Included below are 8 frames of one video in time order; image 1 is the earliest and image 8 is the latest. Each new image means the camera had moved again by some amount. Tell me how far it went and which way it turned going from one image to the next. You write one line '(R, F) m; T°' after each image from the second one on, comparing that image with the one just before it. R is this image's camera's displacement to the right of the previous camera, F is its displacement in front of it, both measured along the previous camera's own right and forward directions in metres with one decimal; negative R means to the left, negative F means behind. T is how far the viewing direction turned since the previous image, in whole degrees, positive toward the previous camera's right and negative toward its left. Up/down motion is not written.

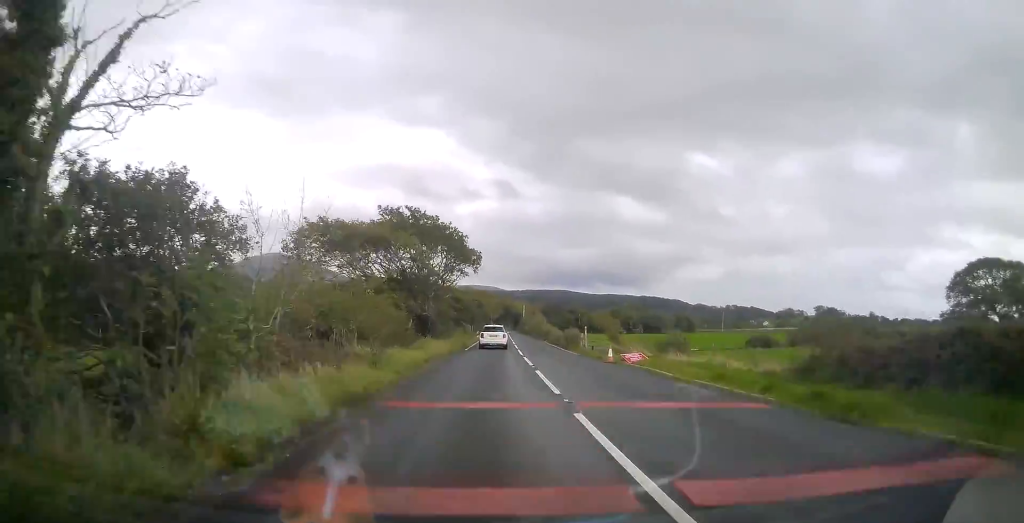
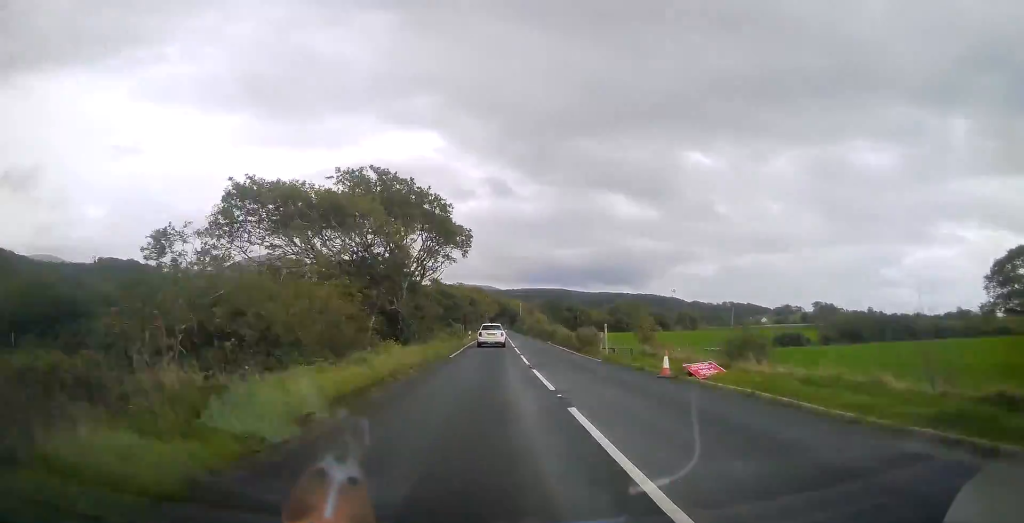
(0.0, +9.0) m; 0°
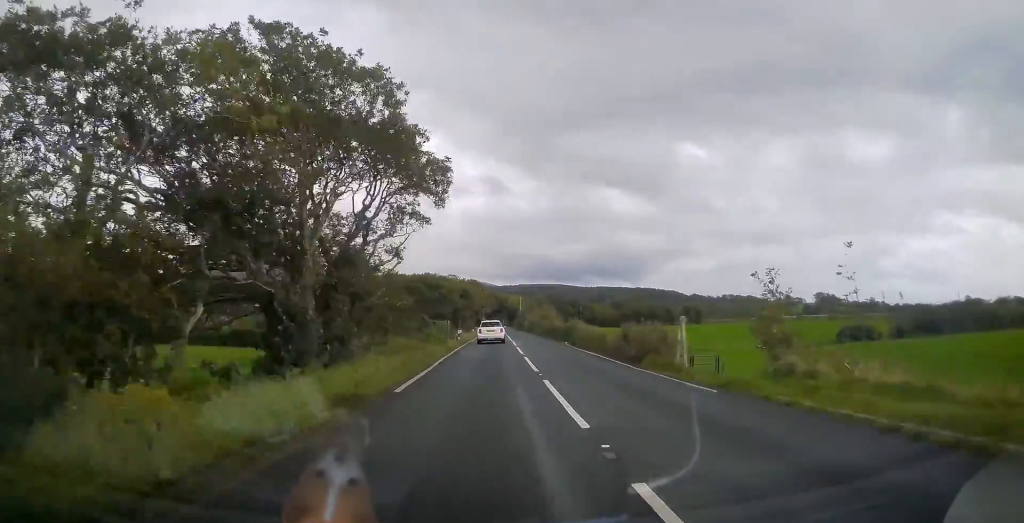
(-0.2, +13.8) m; 0°
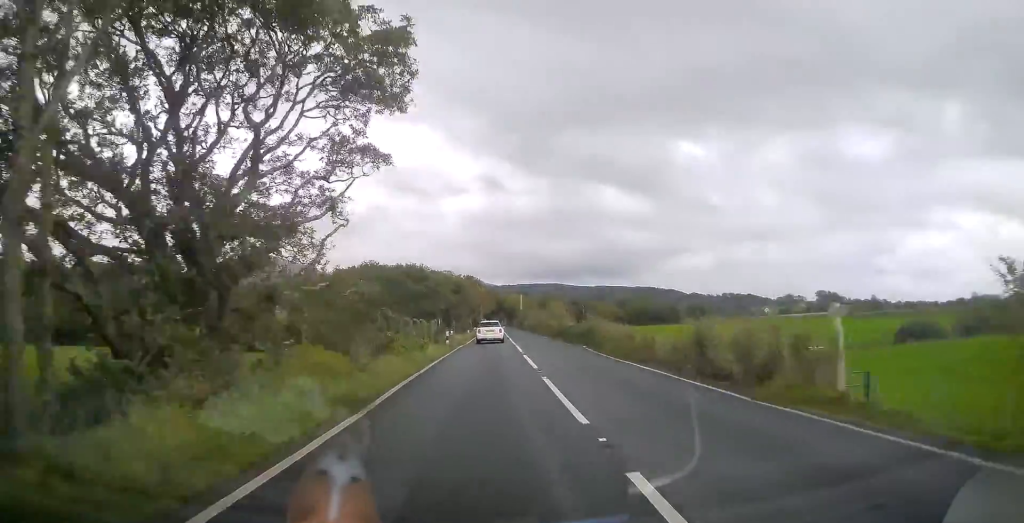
(+0.2, +9.0) m; +1°
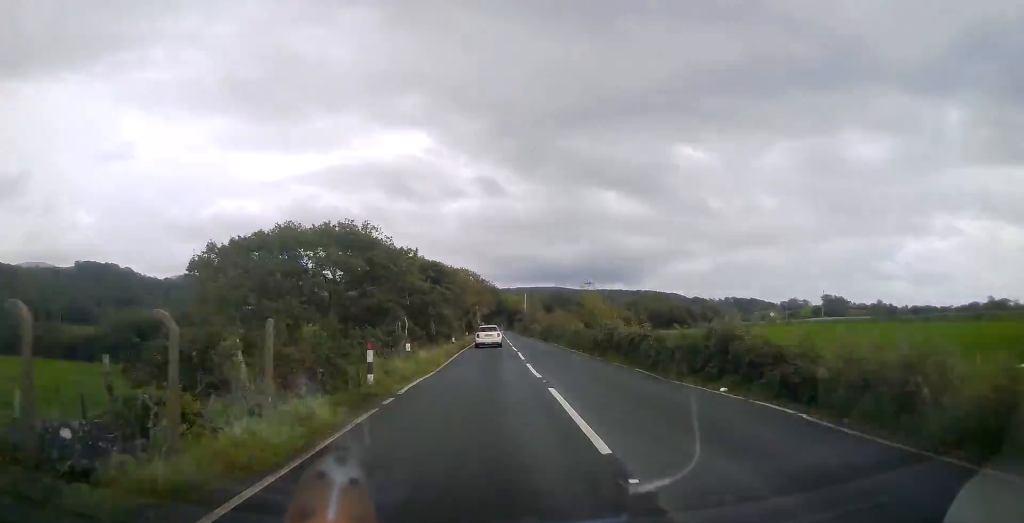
(+0.2, +19.8) m; +1°
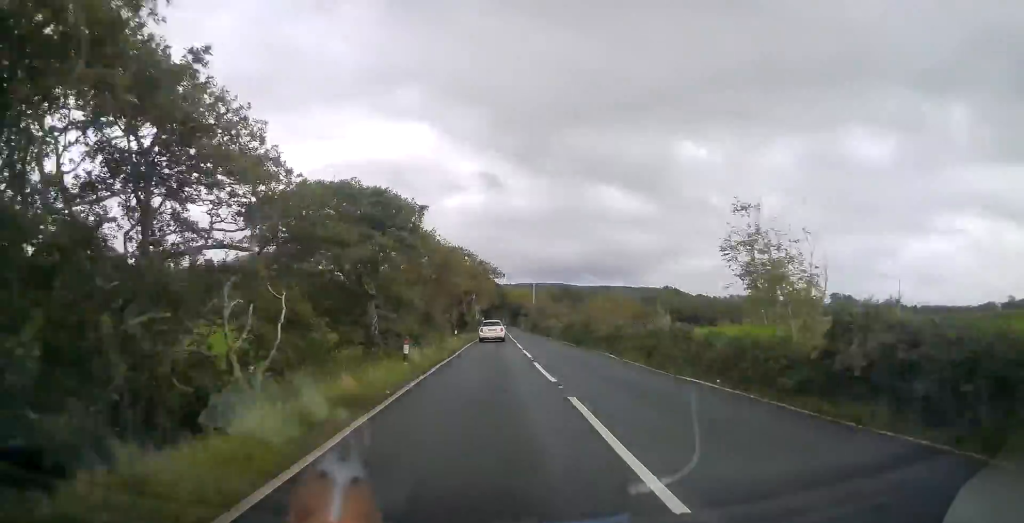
(0.0, +20.5) m; 0°
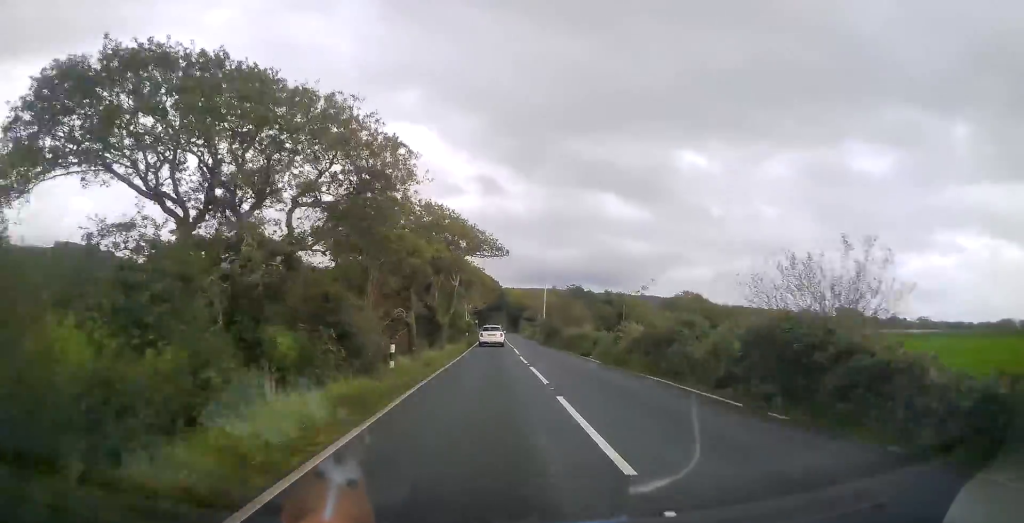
(0.0, +25.4) m; +1°
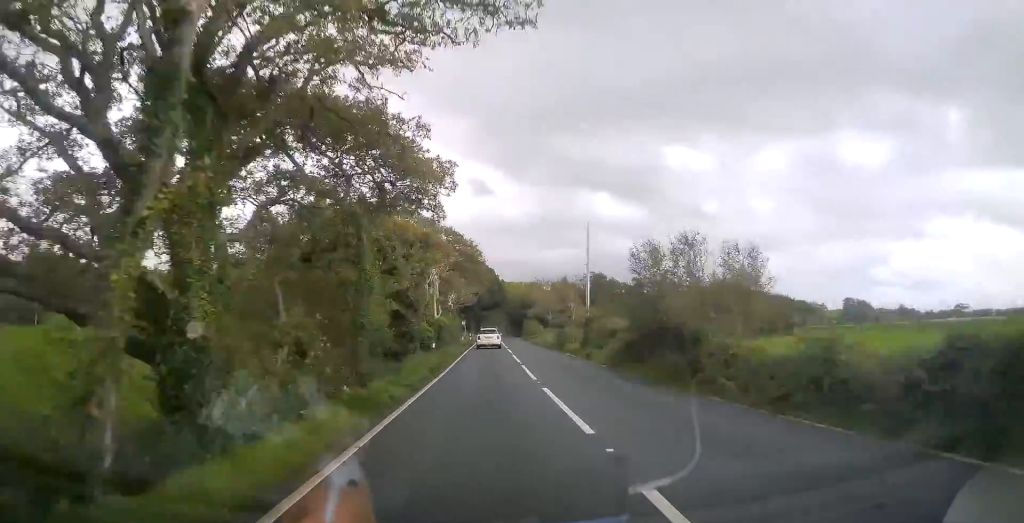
(-0.1, +33.9) m; 0°
